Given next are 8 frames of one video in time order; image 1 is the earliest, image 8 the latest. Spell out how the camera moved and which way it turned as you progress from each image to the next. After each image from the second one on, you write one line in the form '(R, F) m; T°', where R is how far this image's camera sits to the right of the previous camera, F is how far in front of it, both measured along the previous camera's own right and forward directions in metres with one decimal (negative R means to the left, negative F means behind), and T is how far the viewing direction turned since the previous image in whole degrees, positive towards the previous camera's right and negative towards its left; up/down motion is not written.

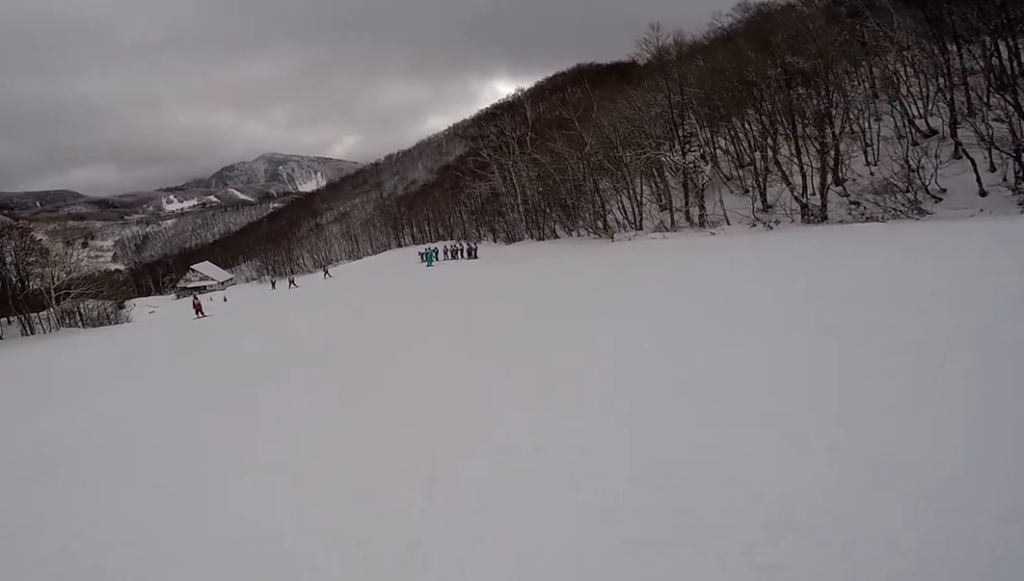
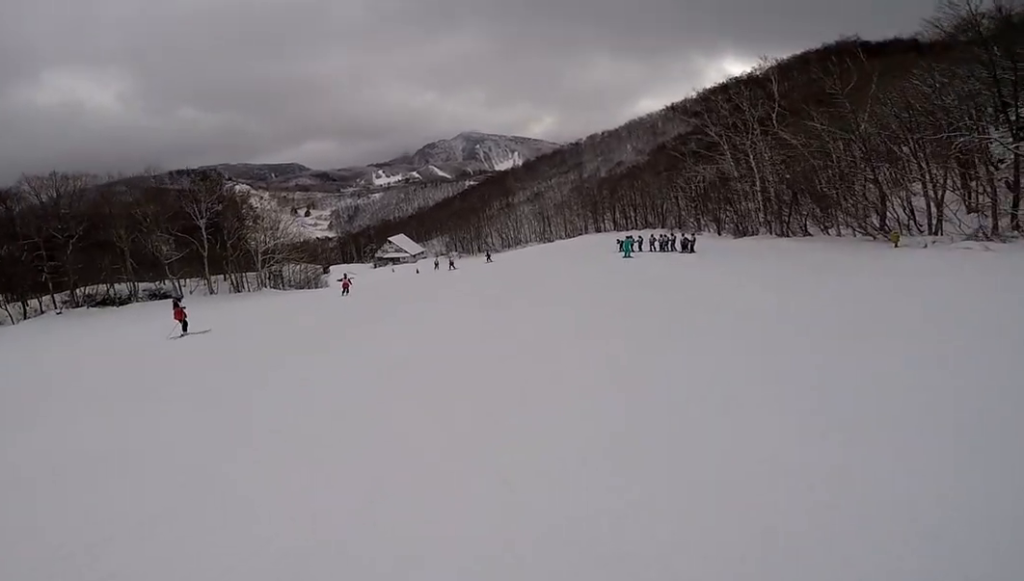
(-0.3, +3.8) m; -9°
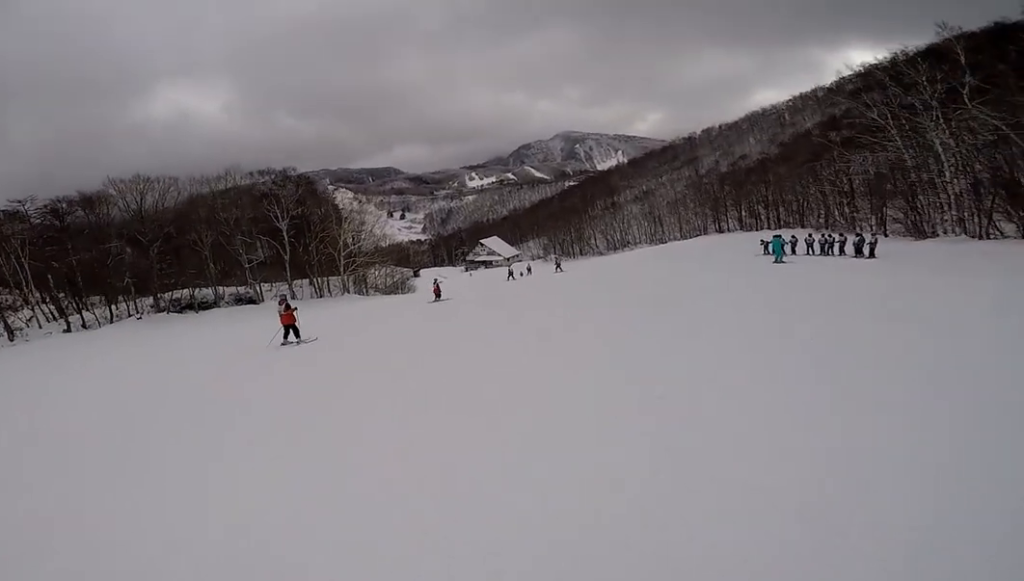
(-0.5, +5.2) m; -14°
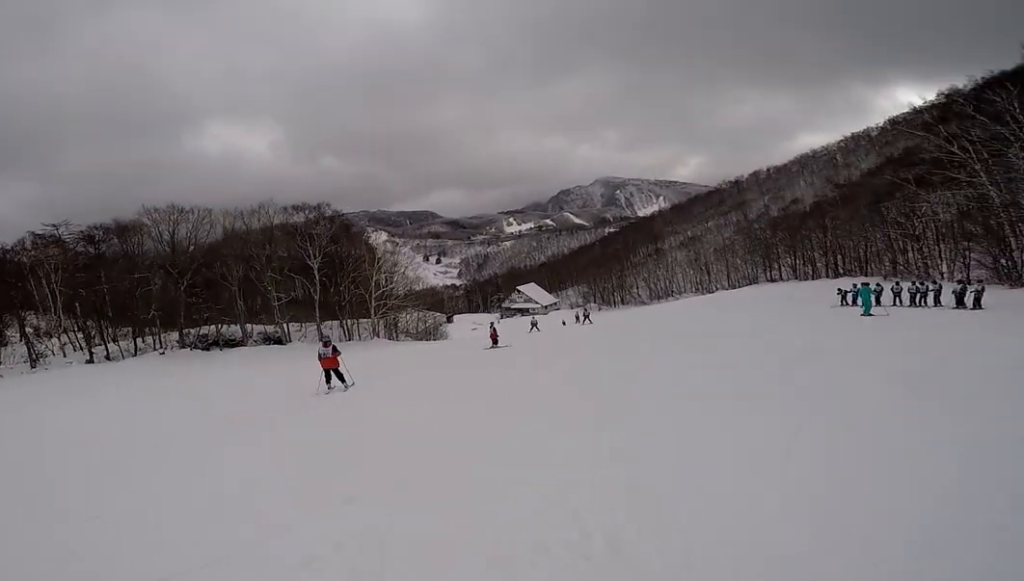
(-0.1, +2.5) m; -7°
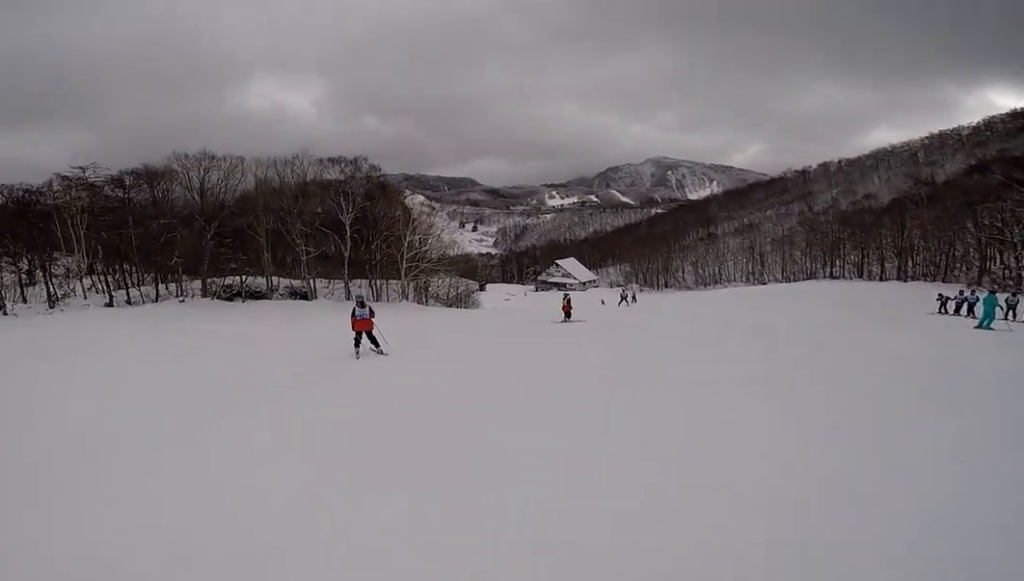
(-0.3, +2.4) m; -6°
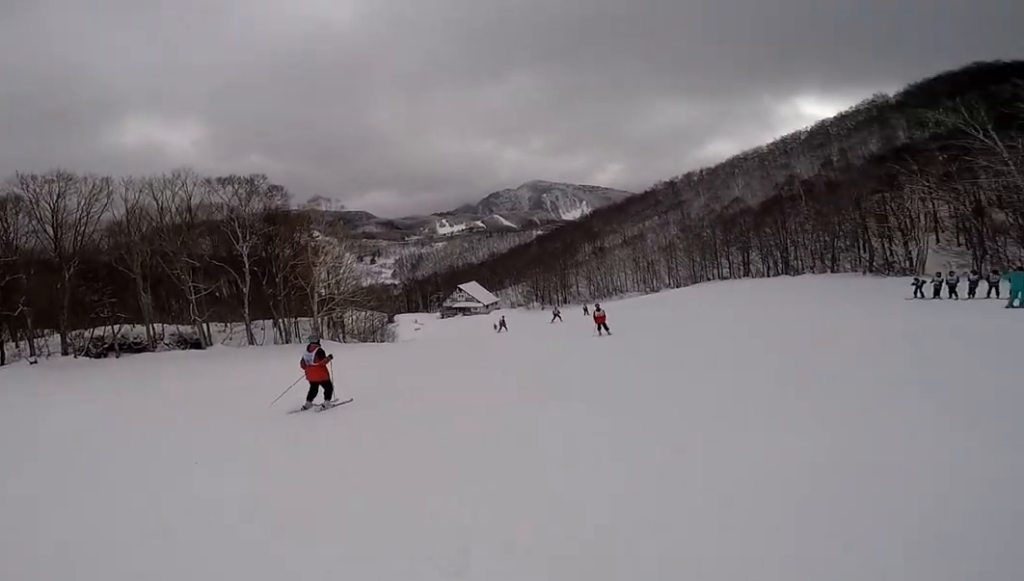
(-0.4, +5.9) m; +14°
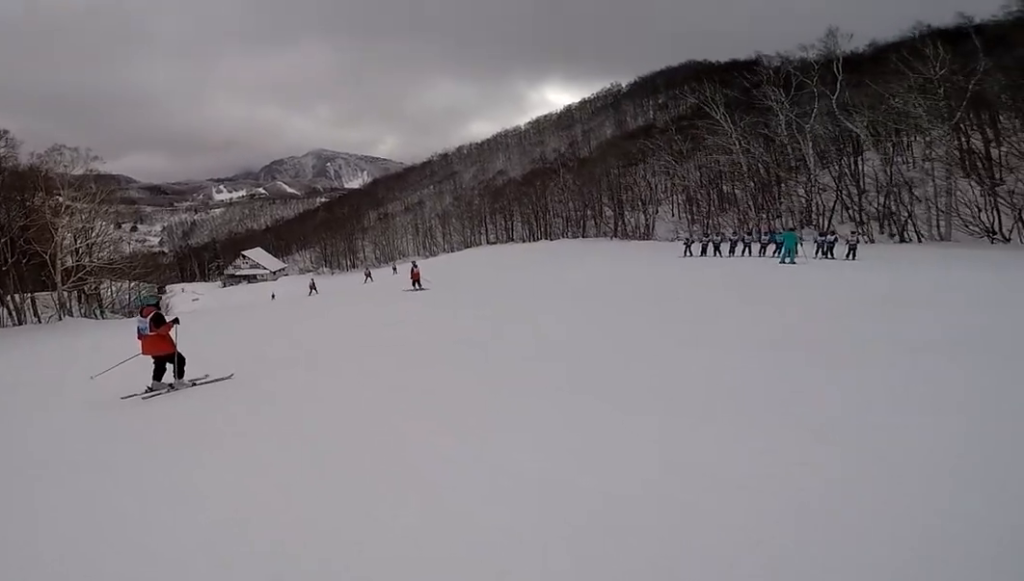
(+1.2, +3.4) m; +36°
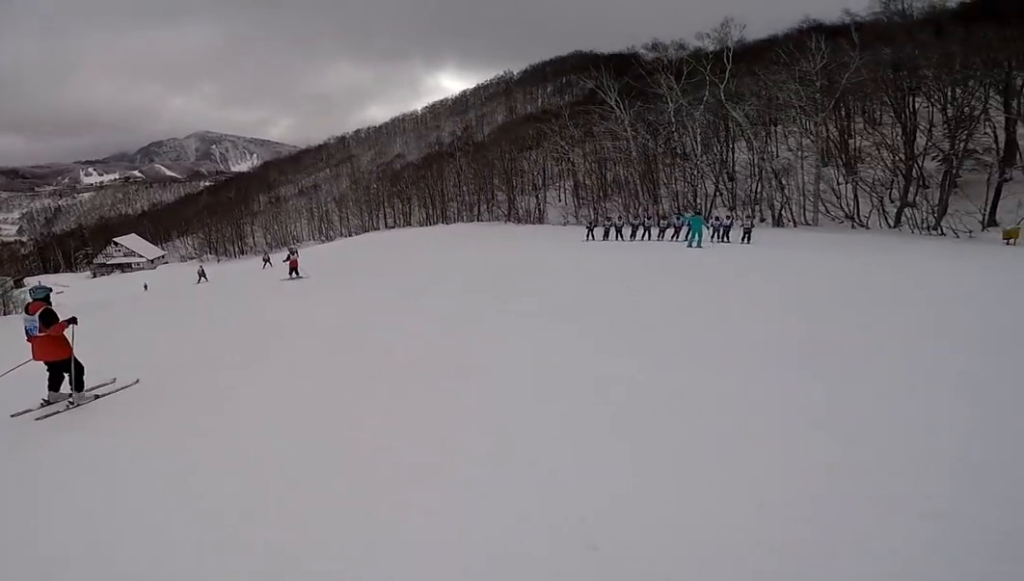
(+0.4, +2.1) m; +17°
